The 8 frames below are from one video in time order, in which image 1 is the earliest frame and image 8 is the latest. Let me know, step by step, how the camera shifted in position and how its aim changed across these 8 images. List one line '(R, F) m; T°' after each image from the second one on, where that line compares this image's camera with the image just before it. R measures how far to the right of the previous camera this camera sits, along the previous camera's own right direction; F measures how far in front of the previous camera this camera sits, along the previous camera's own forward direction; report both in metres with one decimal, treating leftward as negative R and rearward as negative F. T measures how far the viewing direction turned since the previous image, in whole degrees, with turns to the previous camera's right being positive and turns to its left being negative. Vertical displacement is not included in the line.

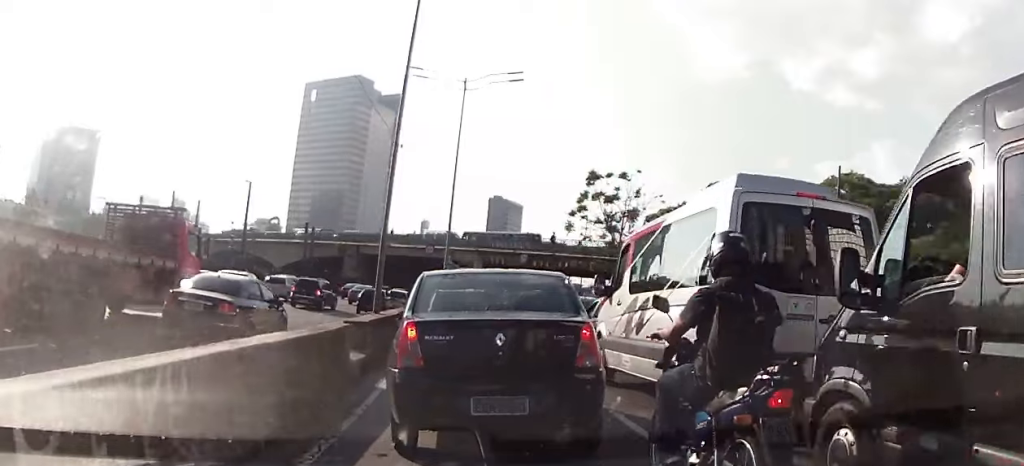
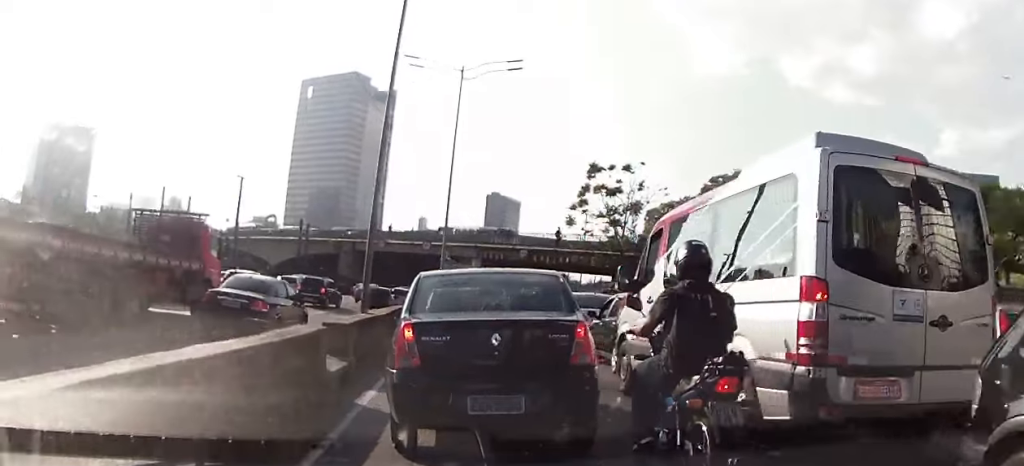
(0.0, +1.7) m; 0°
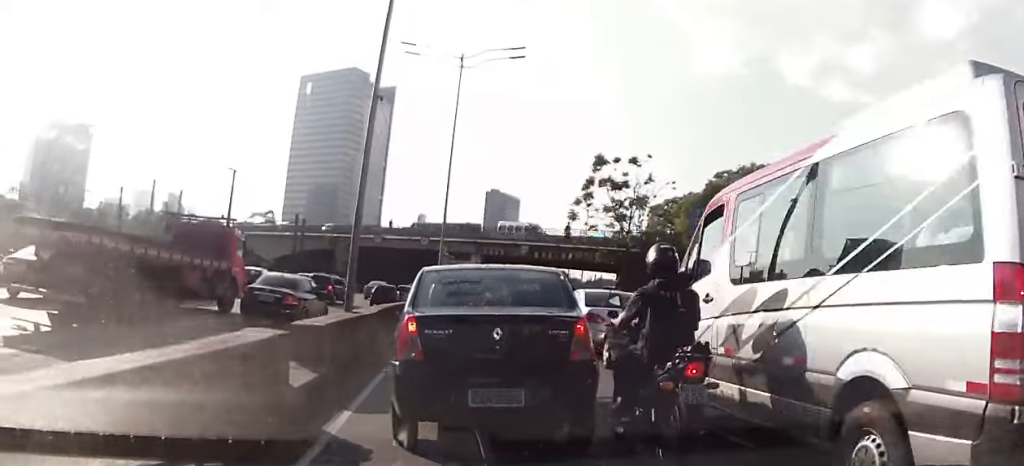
(0.0, +2.0) m; 0°
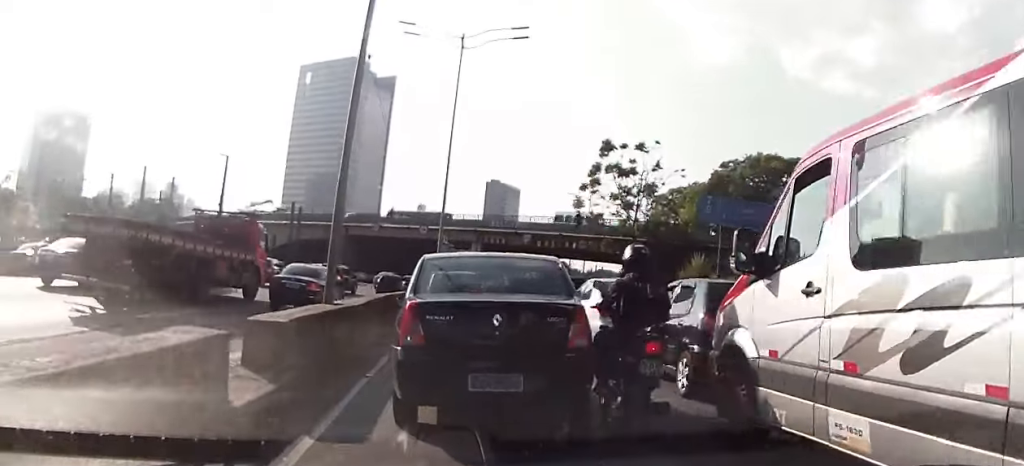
(0.0, +1.9) m; +1°
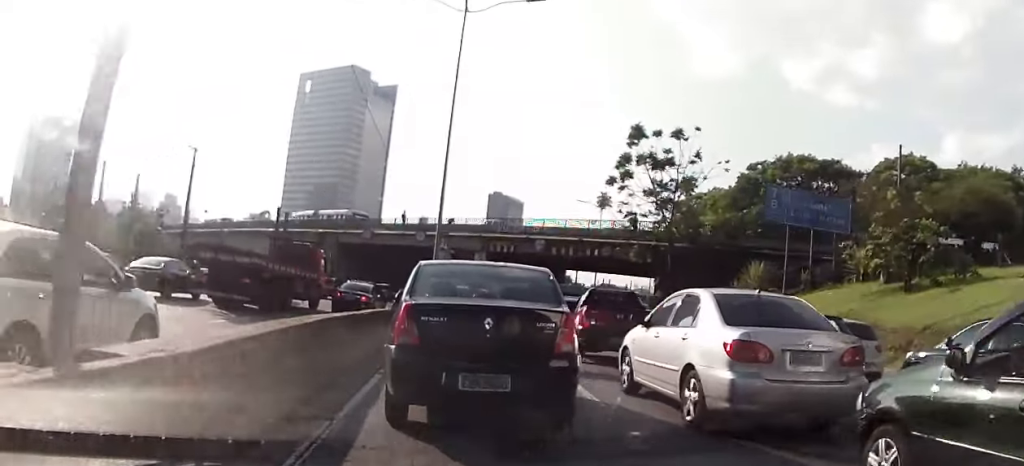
(+0.4, +7.6) m; +3°
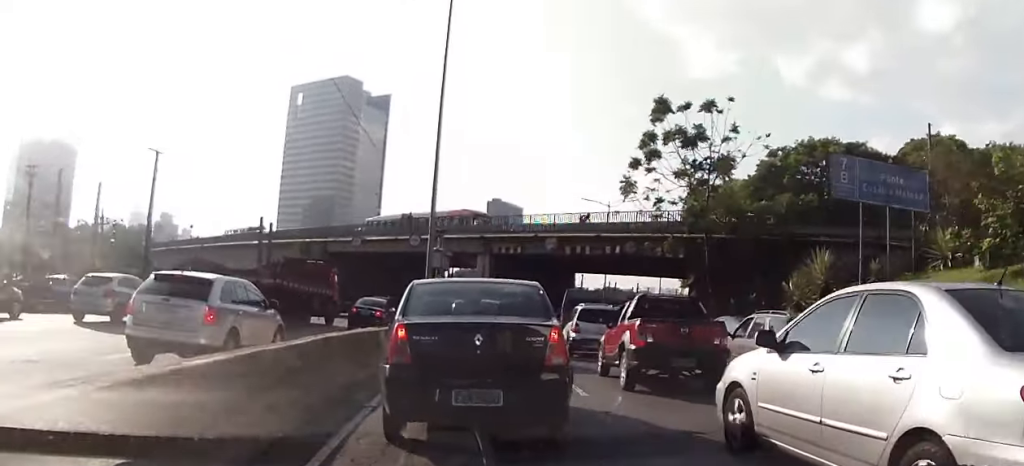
(-0.3, +6.1) m; -4°
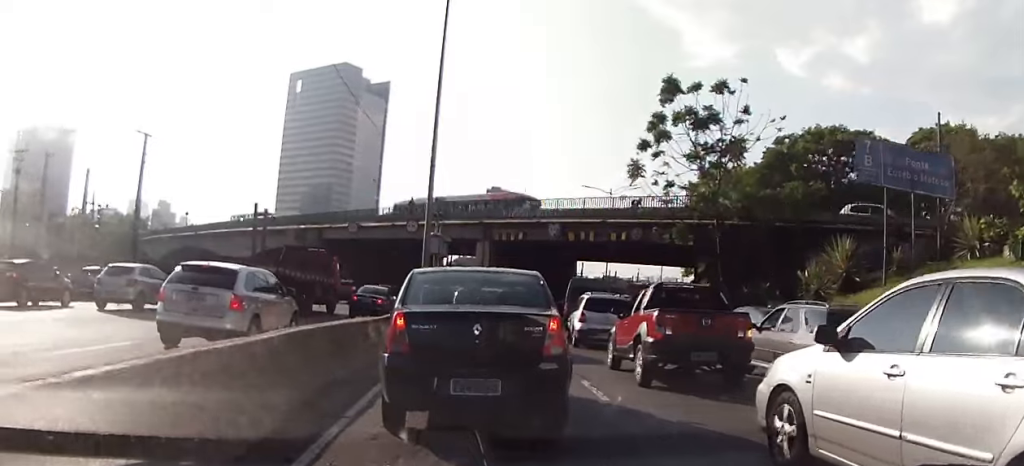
(0.0, +1.6) m; 0°
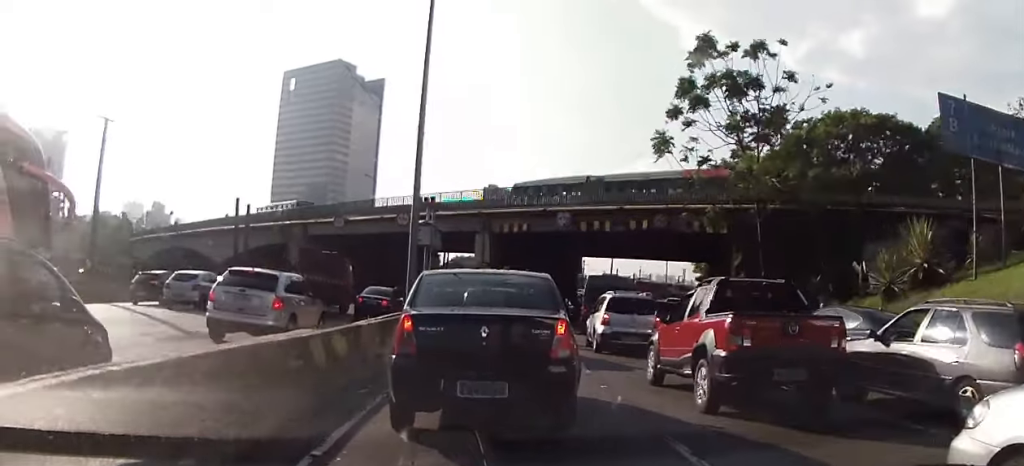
(0.0, +4.8) m; 0°
